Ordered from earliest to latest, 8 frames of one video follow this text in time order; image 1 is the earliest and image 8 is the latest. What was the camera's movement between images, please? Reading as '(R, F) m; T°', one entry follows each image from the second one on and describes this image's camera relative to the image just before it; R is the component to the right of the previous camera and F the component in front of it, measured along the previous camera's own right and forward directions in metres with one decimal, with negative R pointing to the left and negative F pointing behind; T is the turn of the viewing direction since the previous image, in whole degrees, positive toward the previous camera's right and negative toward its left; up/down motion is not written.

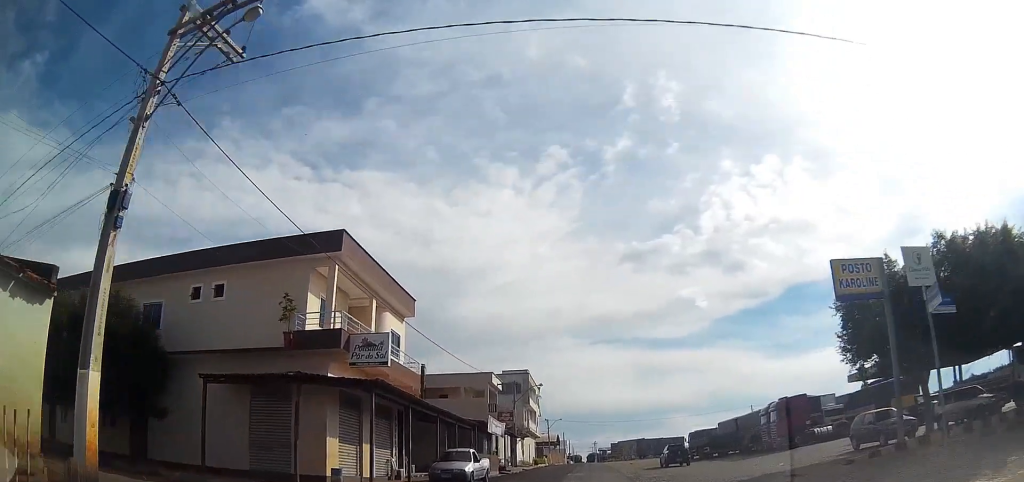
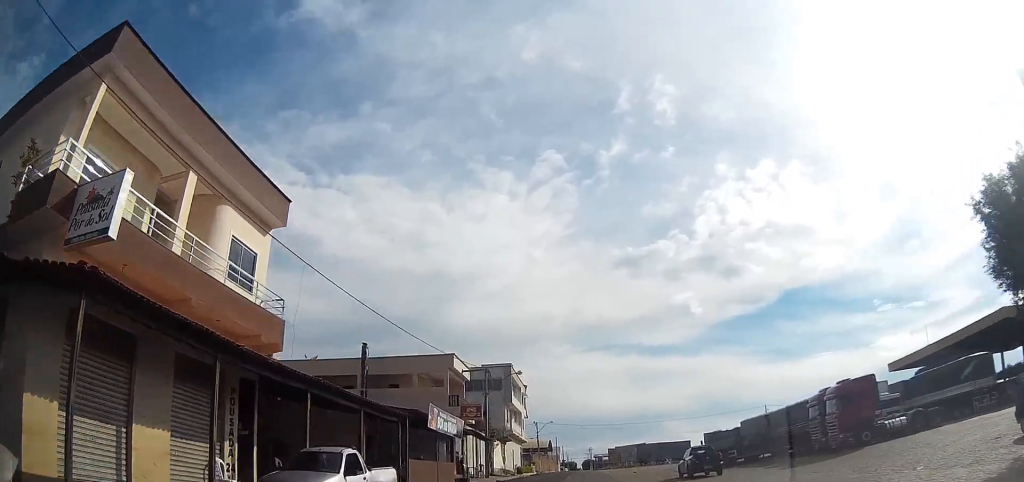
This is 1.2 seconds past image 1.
(0.0, +11.7) m; 0°
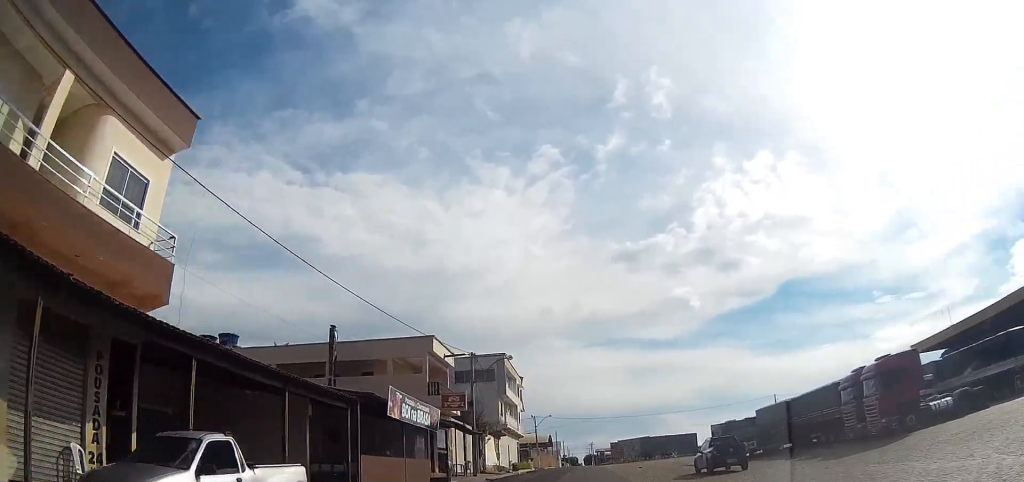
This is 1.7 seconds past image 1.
(+0.1, +5.0) m; 0°
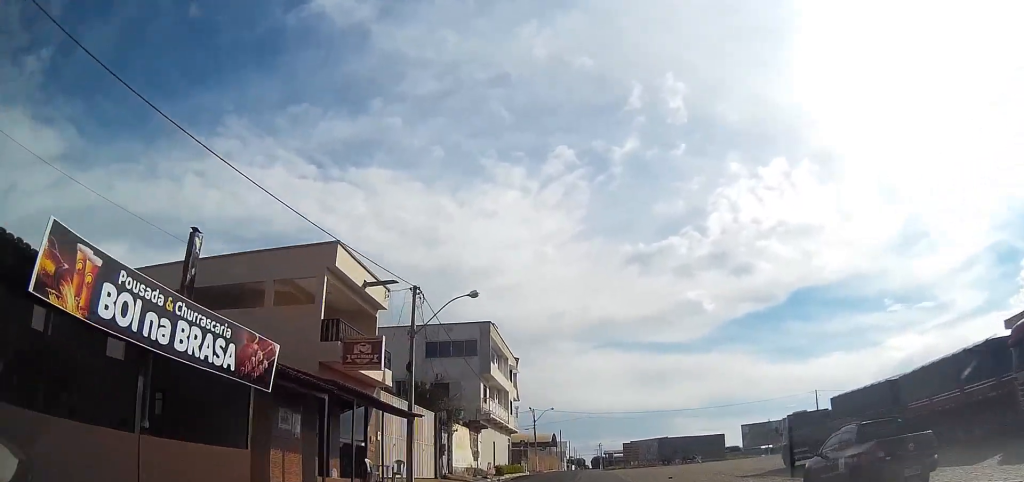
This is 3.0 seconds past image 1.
(-0.1, +13.9) m; -1°
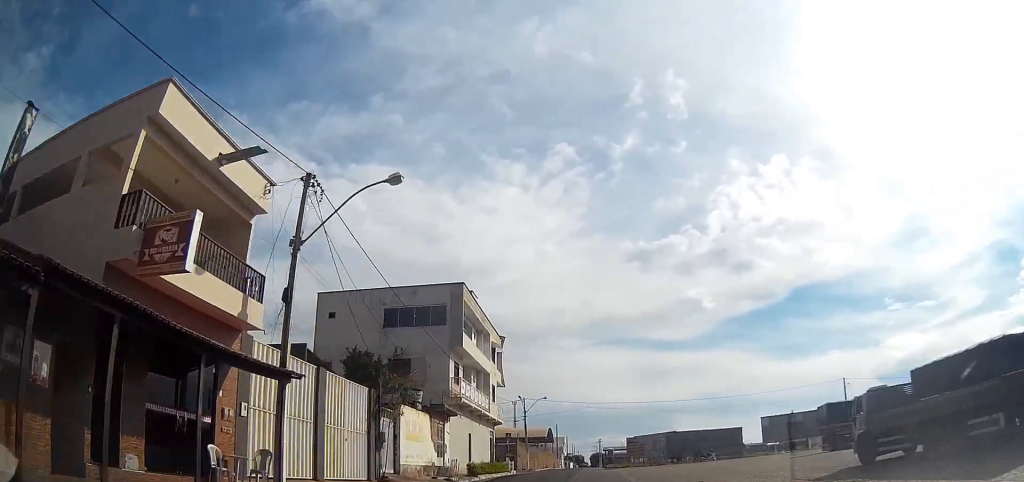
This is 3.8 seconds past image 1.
(+0.1, +9.6) m; -1°
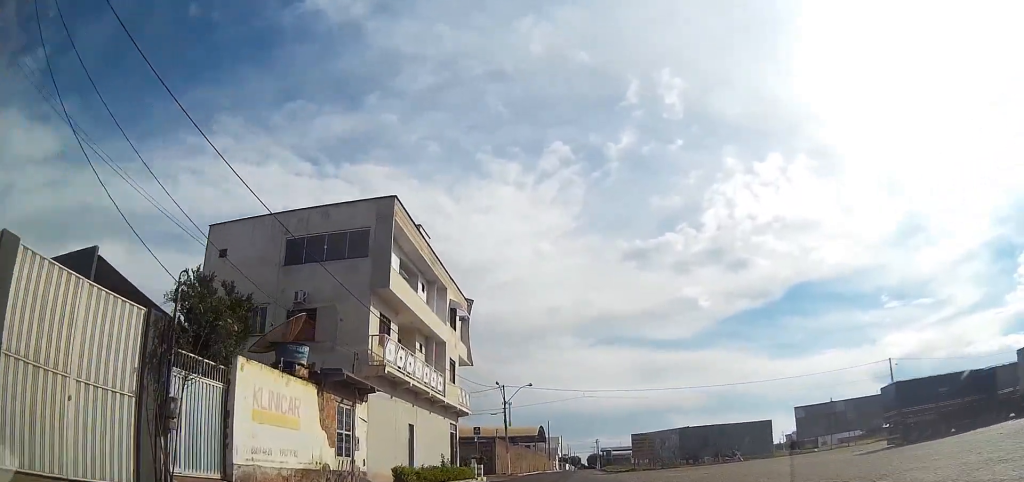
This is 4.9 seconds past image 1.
(-0.2, +12.5) m; 0°
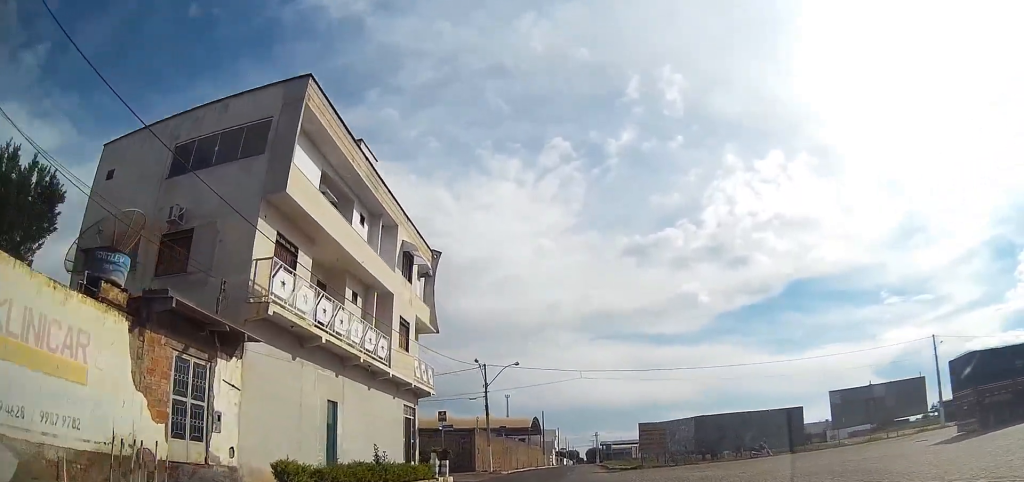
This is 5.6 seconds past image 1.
(+0.2, +8.4) m; +1°
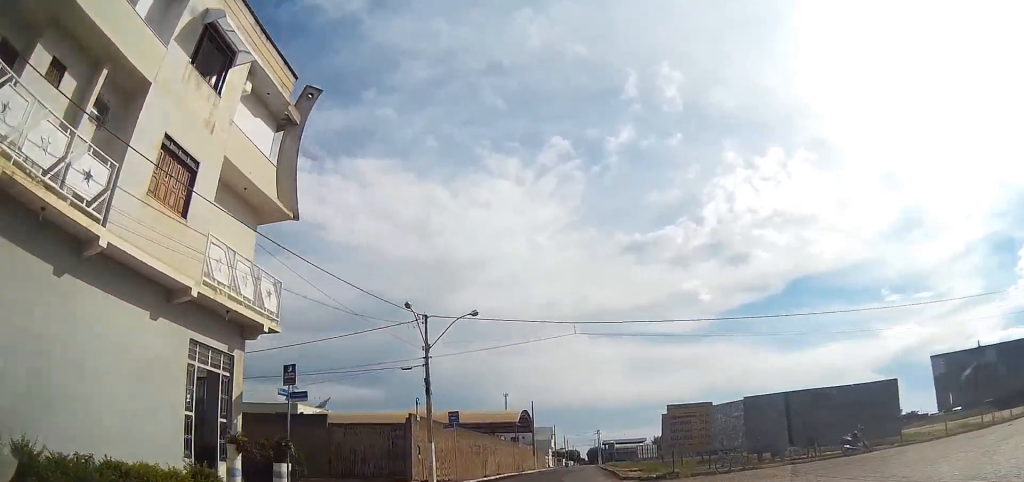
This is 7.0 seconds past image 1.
(+0.1, +15.8) m; 0°
